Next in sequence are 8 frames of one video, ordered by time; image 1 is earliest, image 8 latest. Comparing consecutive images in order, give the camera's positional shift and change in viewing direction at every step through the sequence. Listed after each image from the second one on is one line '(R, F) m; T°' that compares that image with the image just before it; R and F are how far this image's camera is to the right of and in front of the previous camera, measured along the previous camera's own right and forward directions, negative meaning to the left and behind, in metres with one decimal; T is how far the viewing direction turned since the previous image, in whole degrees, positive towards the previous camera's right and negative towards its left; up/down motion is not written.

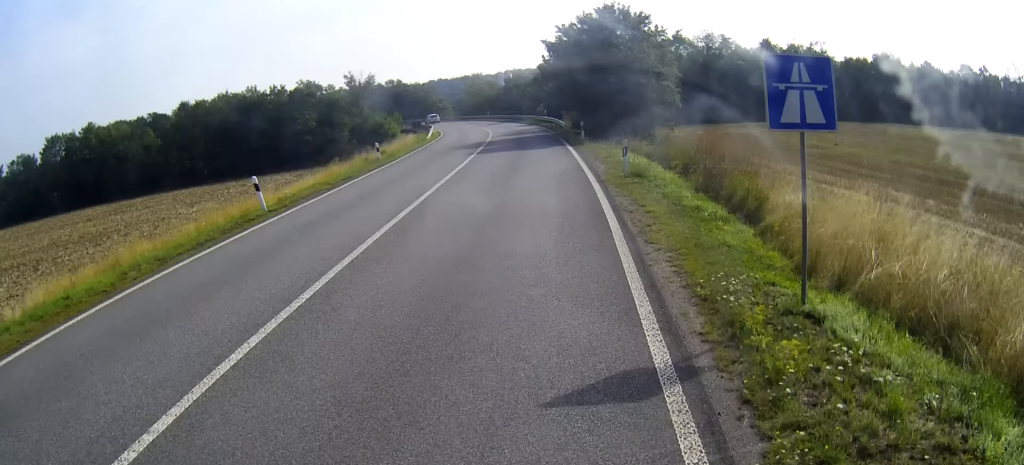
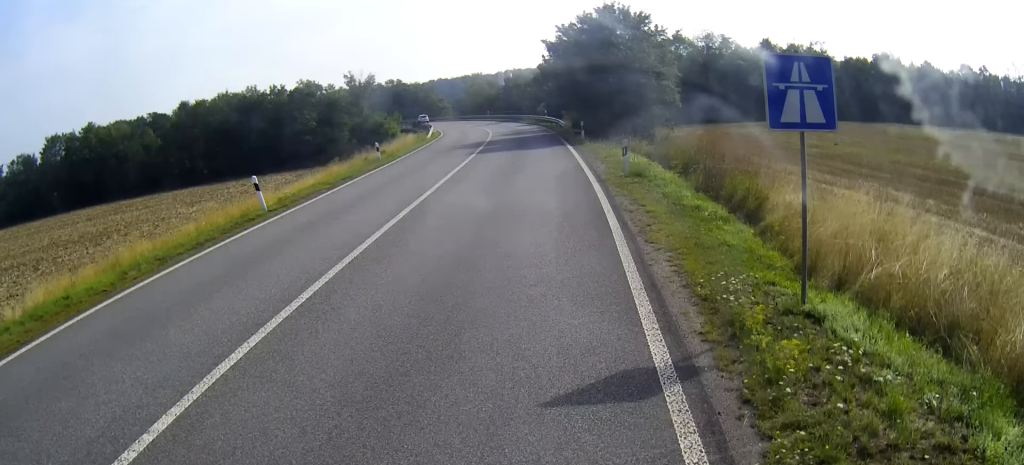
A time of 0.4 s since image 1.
(0.0, 0.0) m; 0°
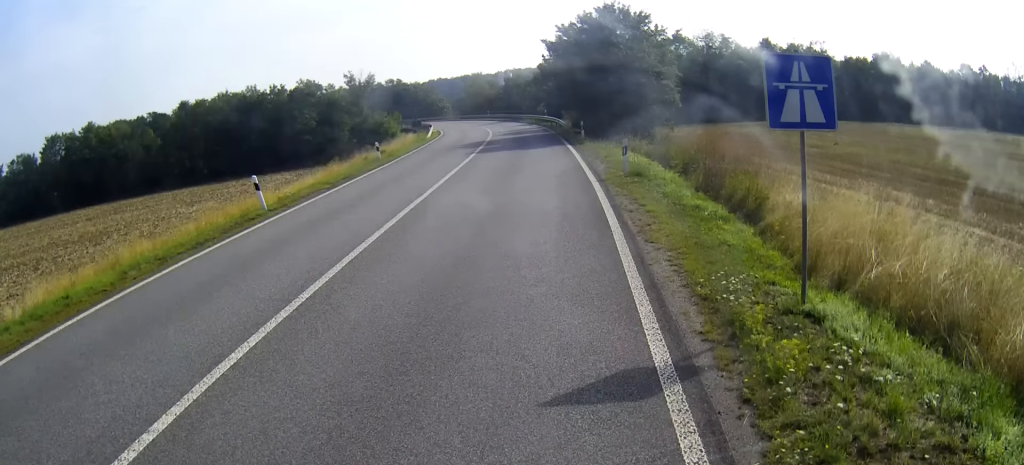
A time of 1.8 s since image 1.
(0.0, 0.0) m; 0°
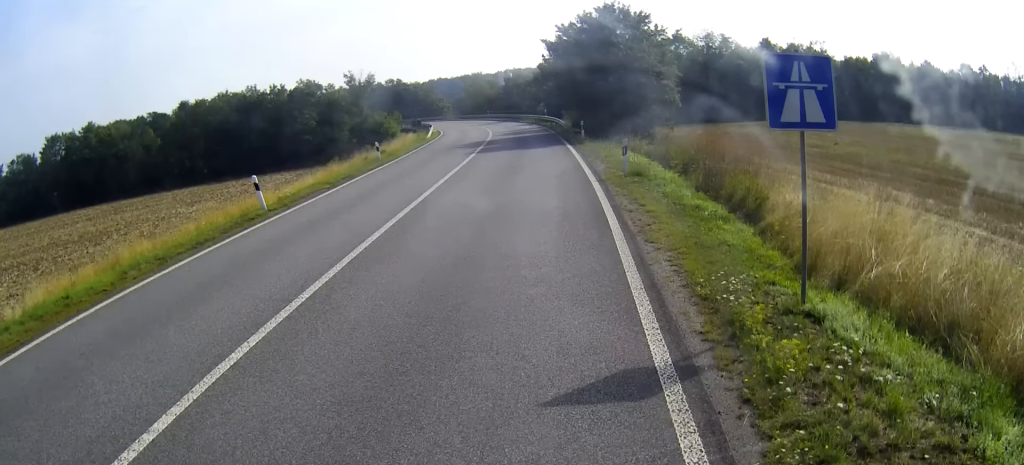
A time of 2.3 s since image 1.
(0.0, 0.0) m; 0°
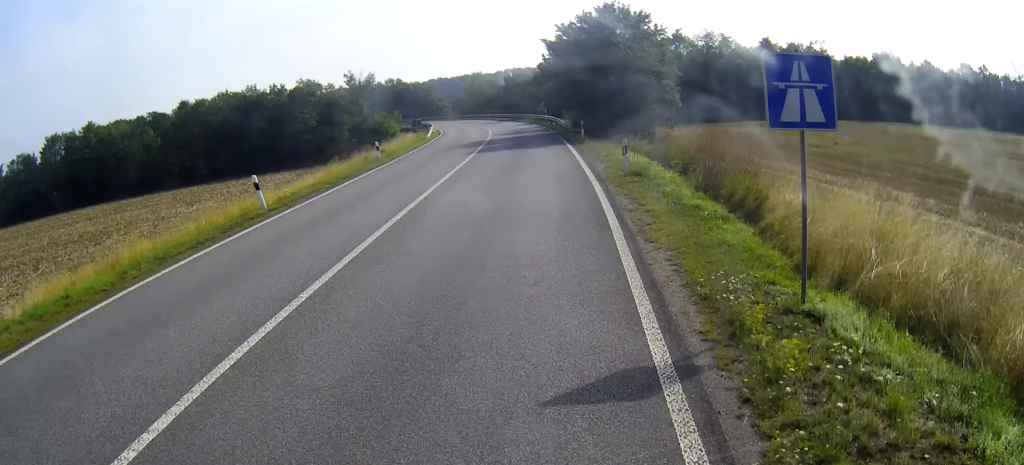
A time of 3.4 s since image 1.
(0.0, 0.0) m; 0°
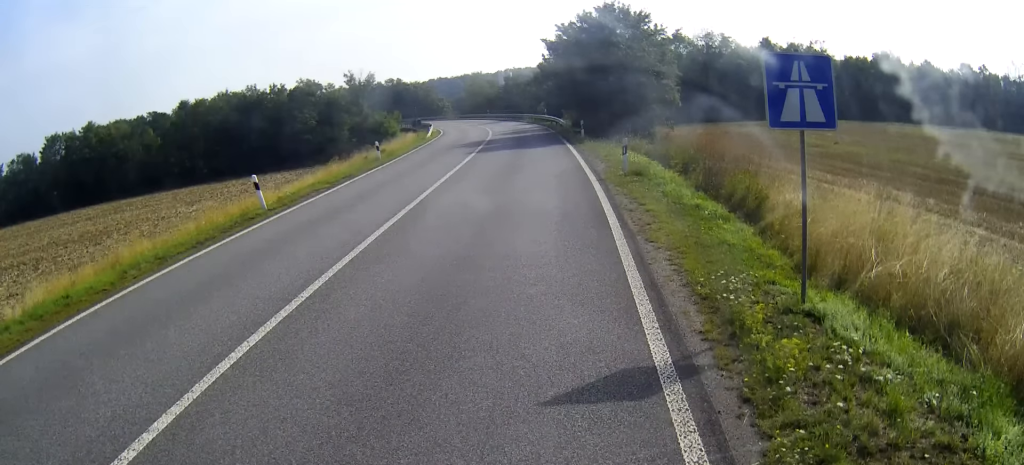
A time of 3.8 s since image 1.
(0.0, 0.0) m; 0°
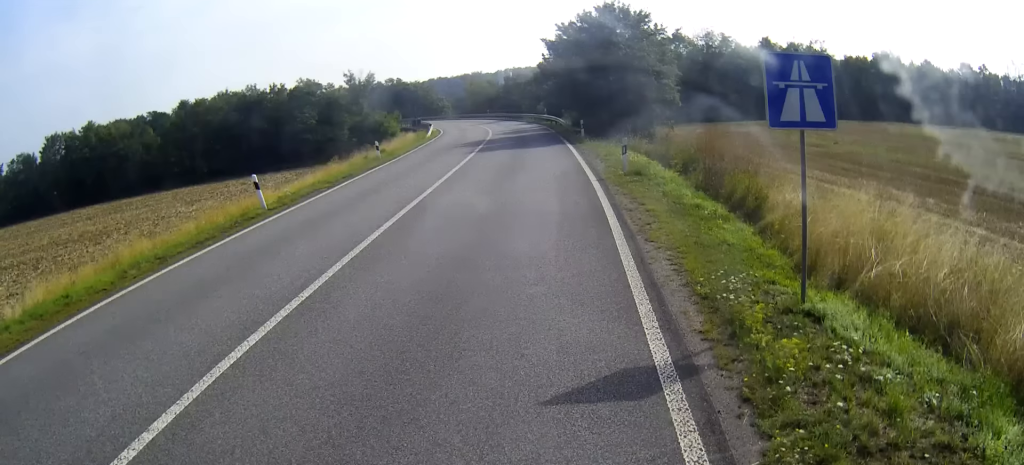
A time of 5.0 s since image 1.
(0.0, 0.0) m; 0°
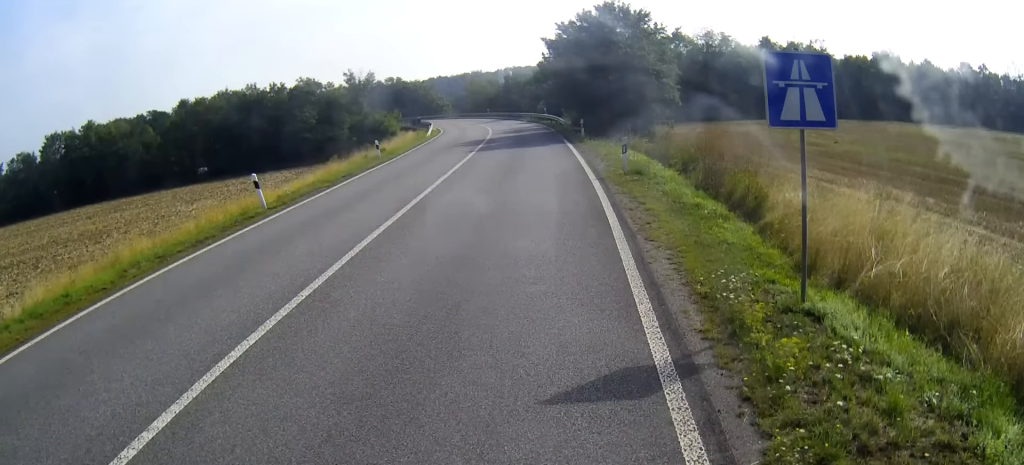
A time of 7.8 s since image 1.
(0.0, 0.0) m; 0°
